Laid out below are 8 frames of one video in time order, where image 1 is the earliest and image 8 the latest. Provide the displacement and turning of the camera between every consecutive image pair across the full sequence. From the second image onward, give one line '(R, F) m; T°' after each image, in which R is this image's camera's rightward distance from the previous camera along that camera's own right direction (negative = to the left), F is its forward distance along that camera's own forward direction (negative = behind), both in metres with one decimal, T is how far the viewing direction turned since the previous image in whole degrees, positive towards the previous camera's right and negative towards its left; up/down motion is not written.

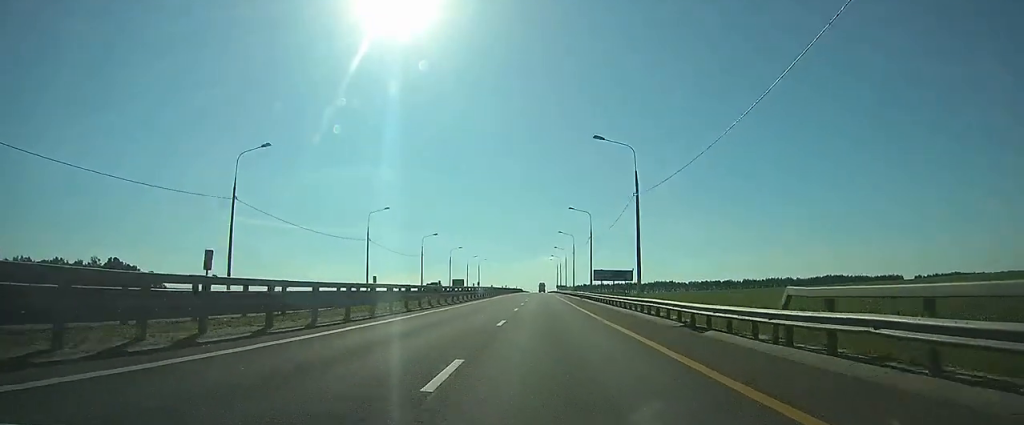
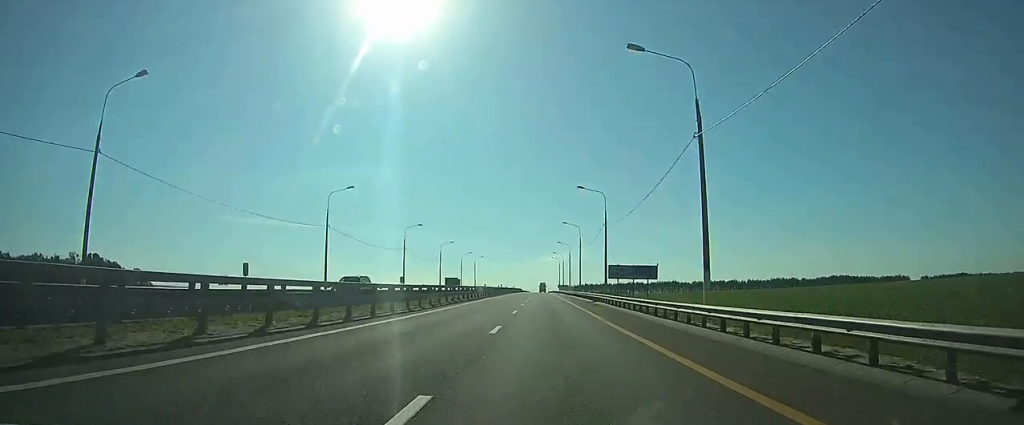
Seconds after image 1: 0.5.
(0.0, +15.0) m; 0°
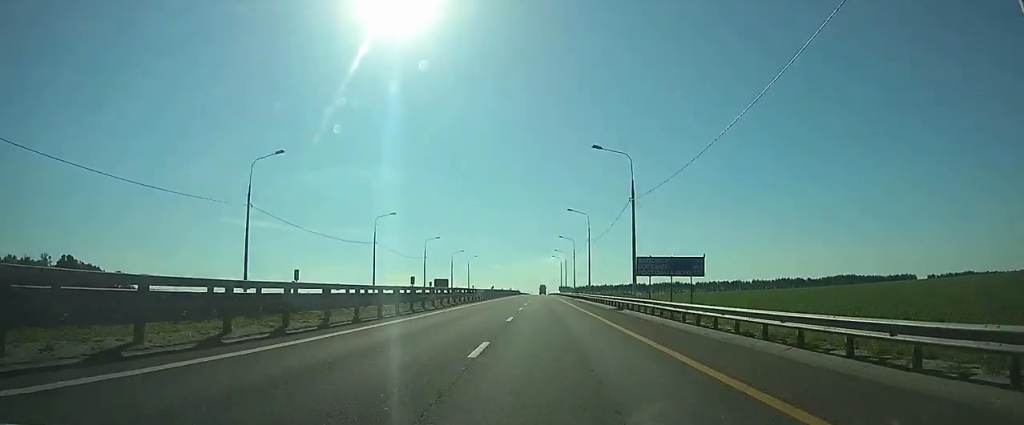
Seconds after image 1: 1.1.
(0.0, +16.9) m; 0°
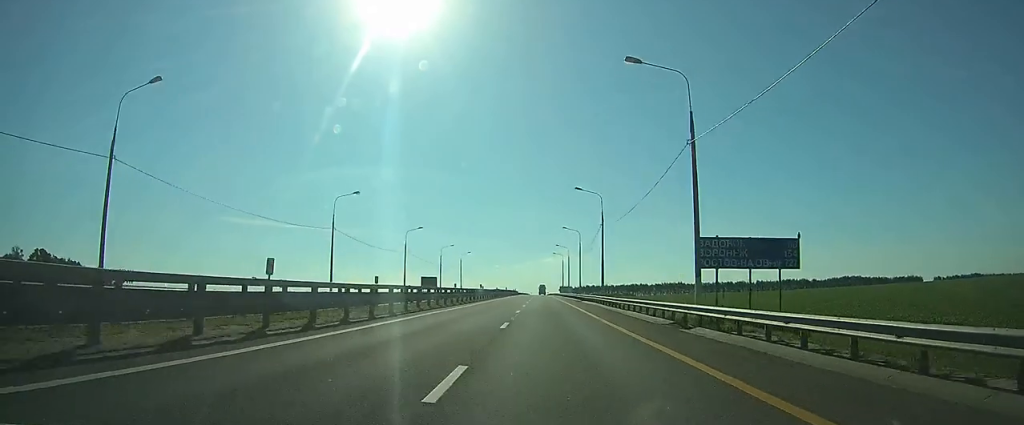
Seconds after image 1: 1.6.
(0.0, +15.9) m; 0°
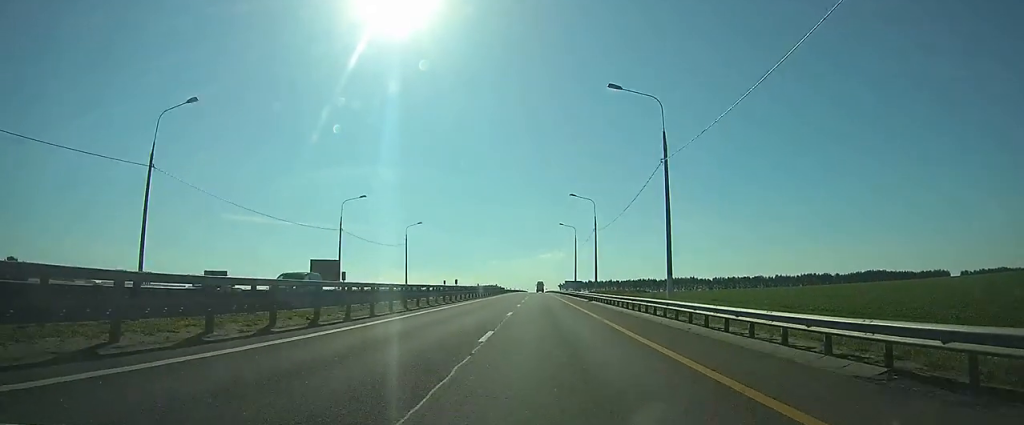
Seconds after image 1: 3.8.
(+0.1, +64.3) m; 0°
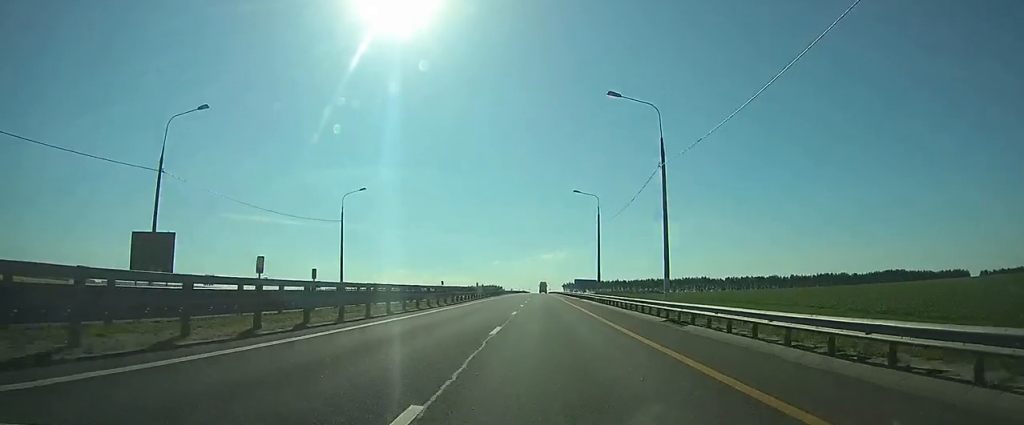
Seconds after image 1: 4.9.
(-0.1, +33.6) m; 0°
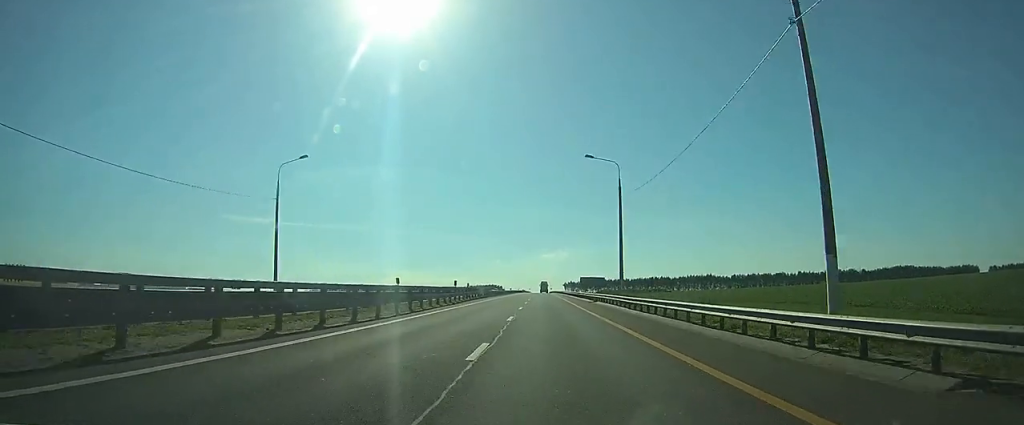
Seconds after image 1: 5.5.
(0.0, +16.8) m; 0°
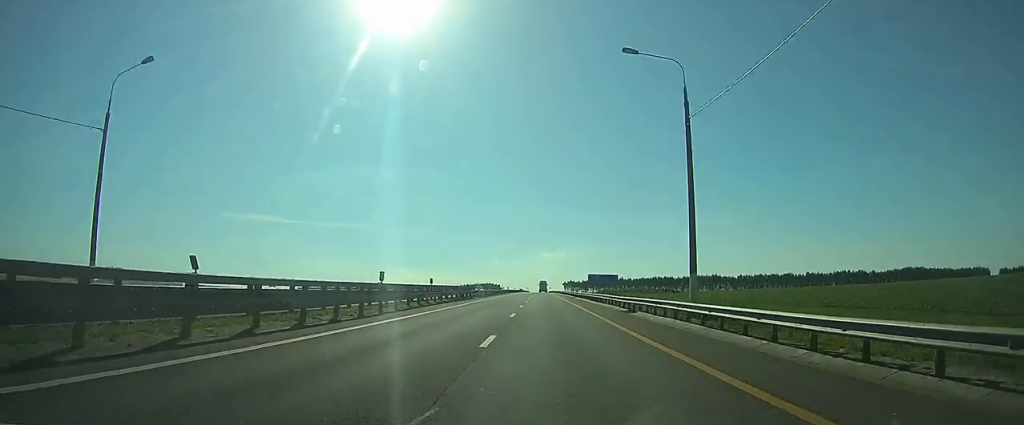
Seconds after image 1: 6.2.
(-0.1, +21.7) m; 0°
